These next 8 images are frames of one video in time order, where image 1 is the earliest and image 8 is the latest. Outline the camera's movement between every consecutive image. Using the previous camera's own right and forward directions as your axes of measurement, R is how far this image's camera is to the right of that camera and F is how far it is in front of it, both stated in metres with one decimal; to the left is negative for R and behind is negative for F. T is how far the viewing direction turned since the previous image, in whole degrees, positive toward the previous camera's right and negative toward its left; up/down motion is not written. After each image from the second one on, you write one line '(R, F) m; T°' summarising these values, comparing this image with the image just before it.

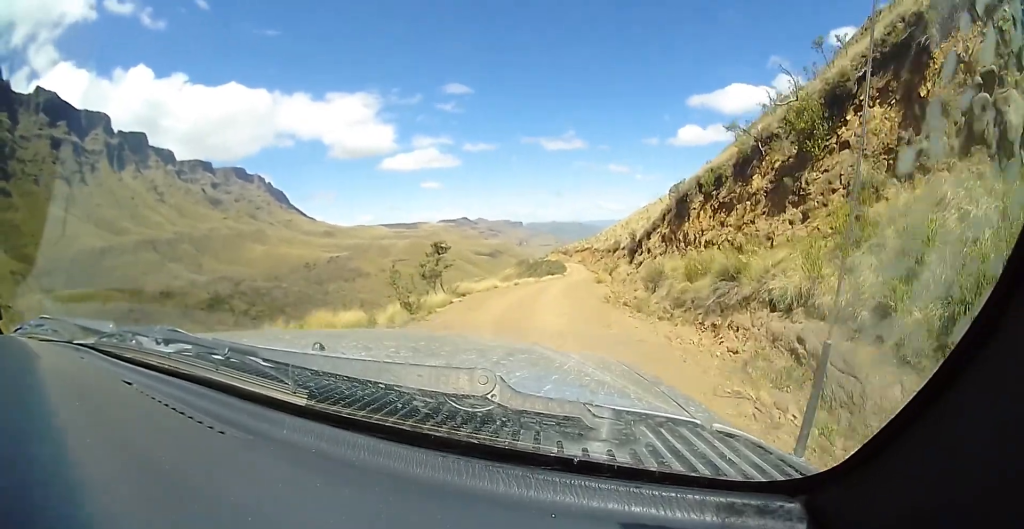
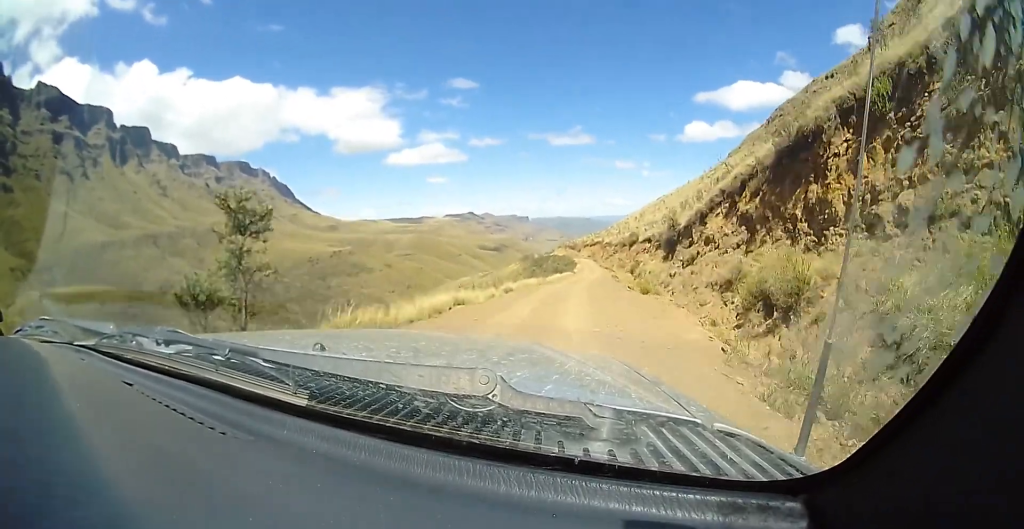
(-0.6, +12.4) m; 0°
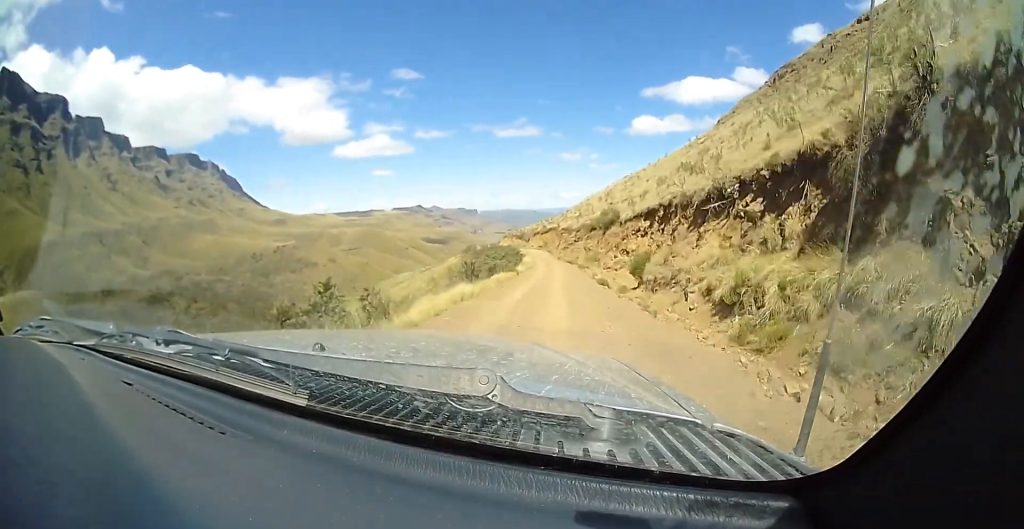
(+0.8, +26.5) m; +2°
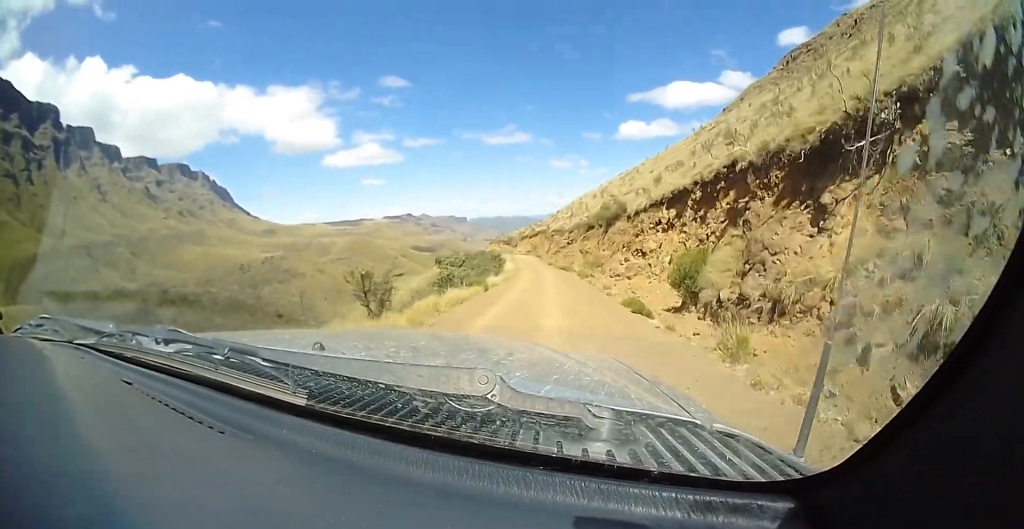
(+0.1, +9.8) m; -1°
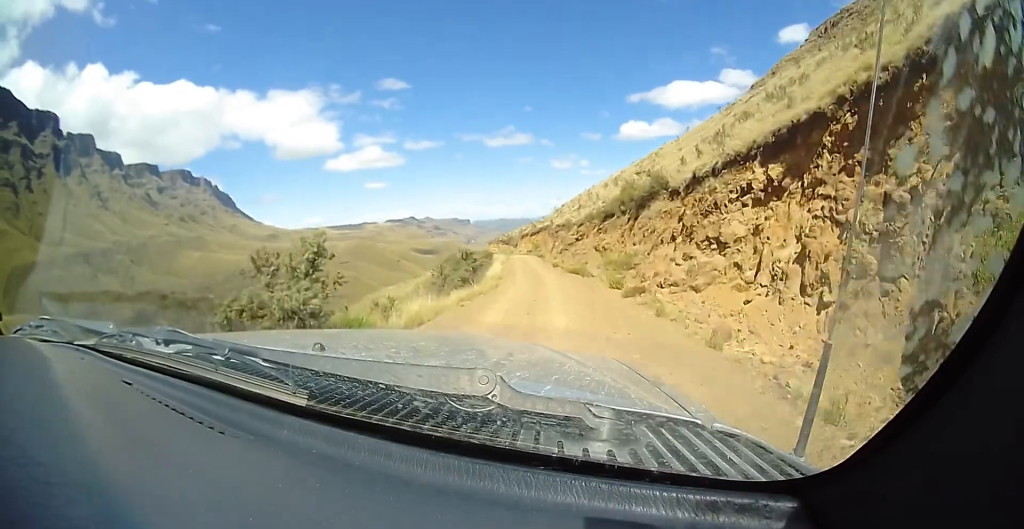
(+0.1, +11.2) m; -1°
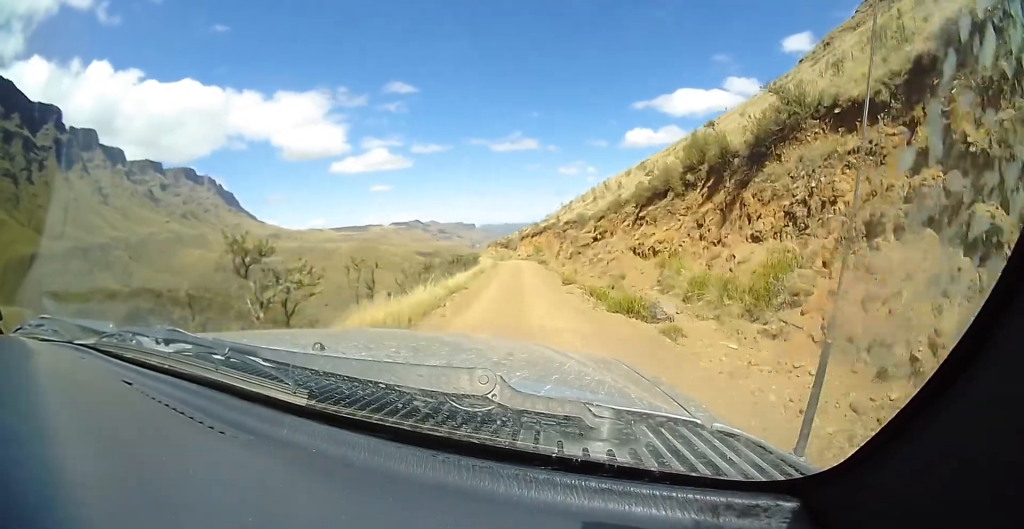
(-0.5, +14.1) m; 0°
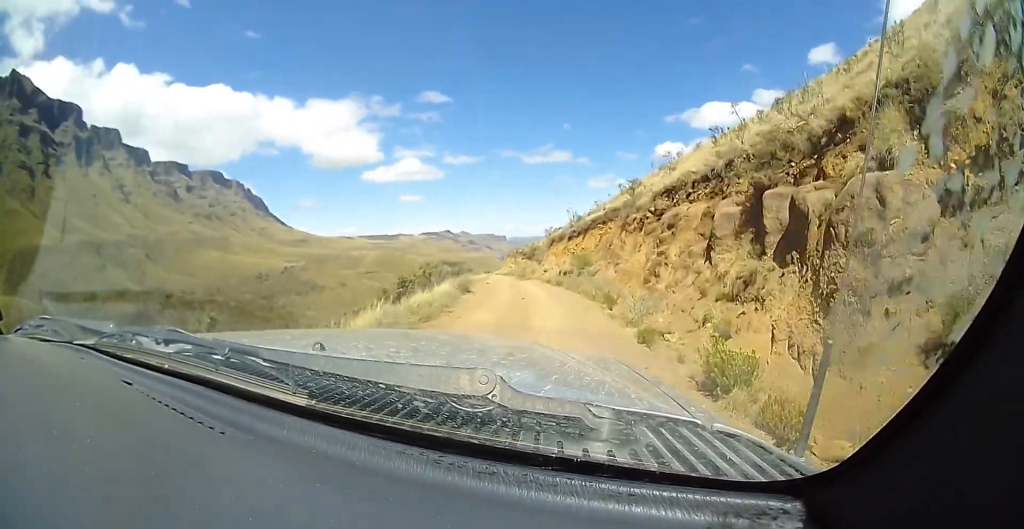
(+1.0, +32.1) m; +1°
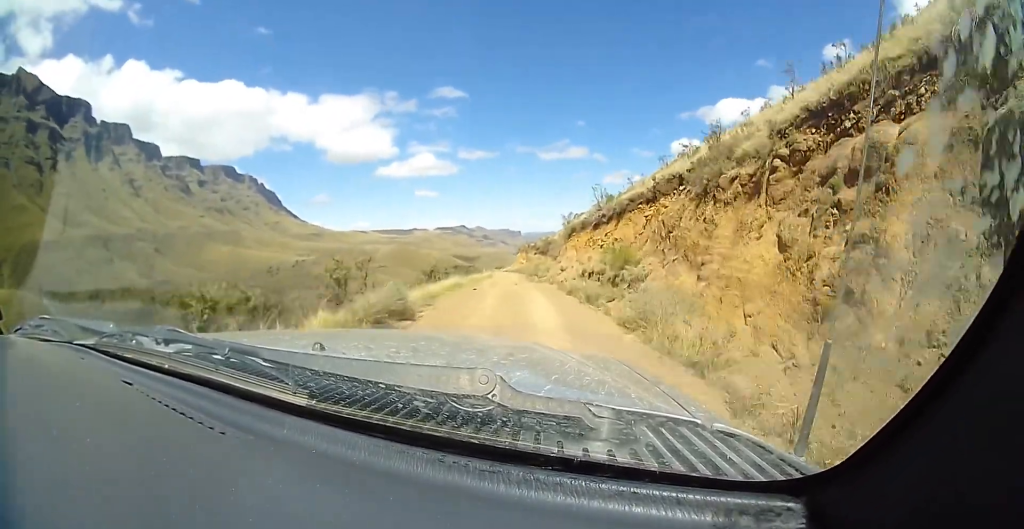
(-0.1, +11.0) m; -2°
